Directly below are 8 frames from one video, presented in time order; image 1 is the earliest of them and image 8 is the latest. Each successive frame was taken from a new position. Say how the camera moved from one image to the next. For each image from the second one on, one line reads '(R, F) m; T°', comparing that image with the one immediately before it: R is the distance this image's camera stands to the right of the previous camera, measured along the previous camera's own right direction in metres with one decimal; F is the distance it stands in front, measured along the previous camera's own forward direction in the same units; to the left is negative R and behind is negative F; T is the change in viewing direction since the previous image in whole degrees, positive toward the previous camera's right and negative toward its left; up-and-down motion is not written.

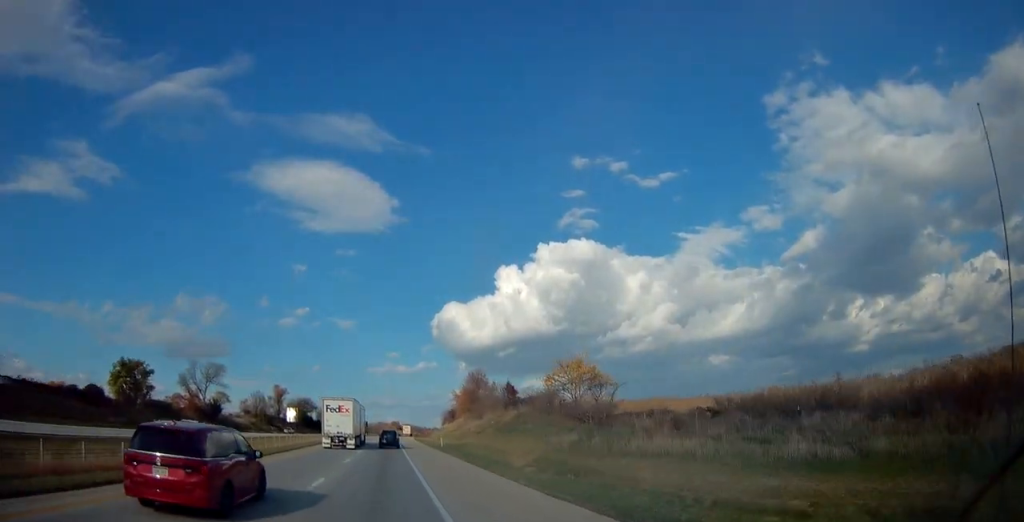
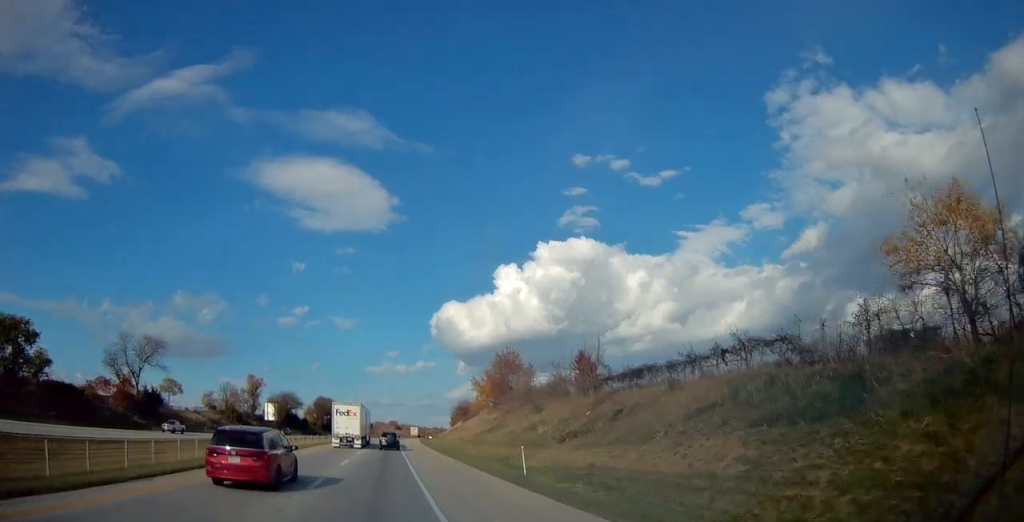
(-0.1, +36.0) m; 0°
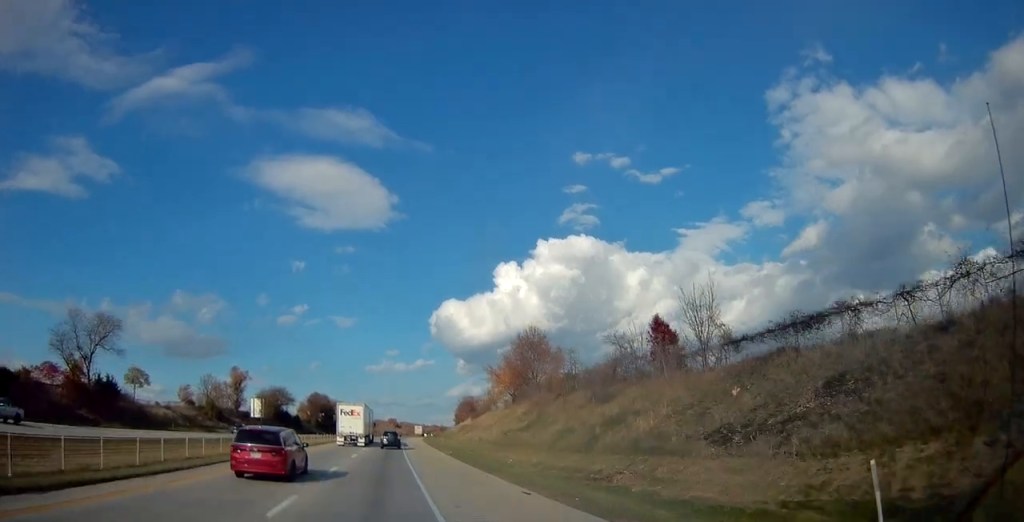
(+0.2, +17.2) m; 0°
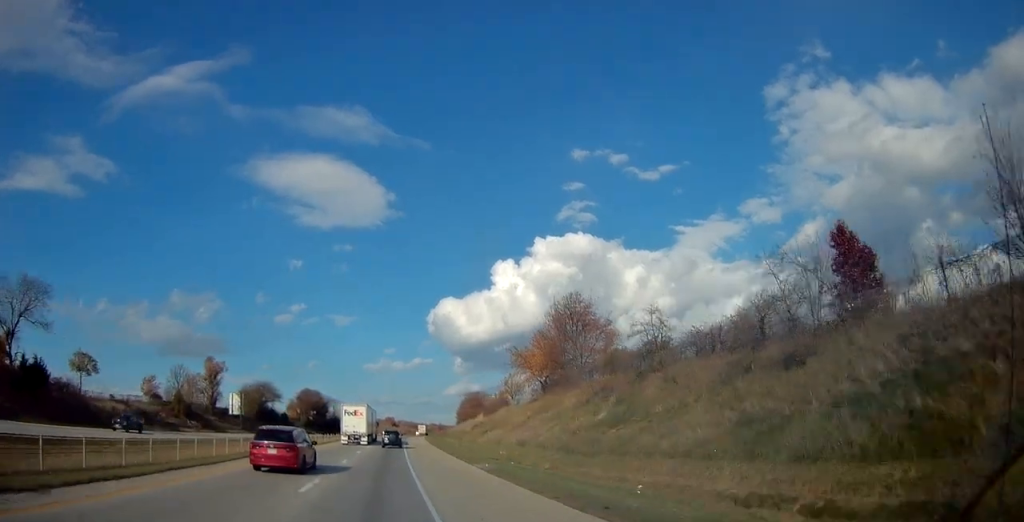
(0.0, +19.7) m; 0°
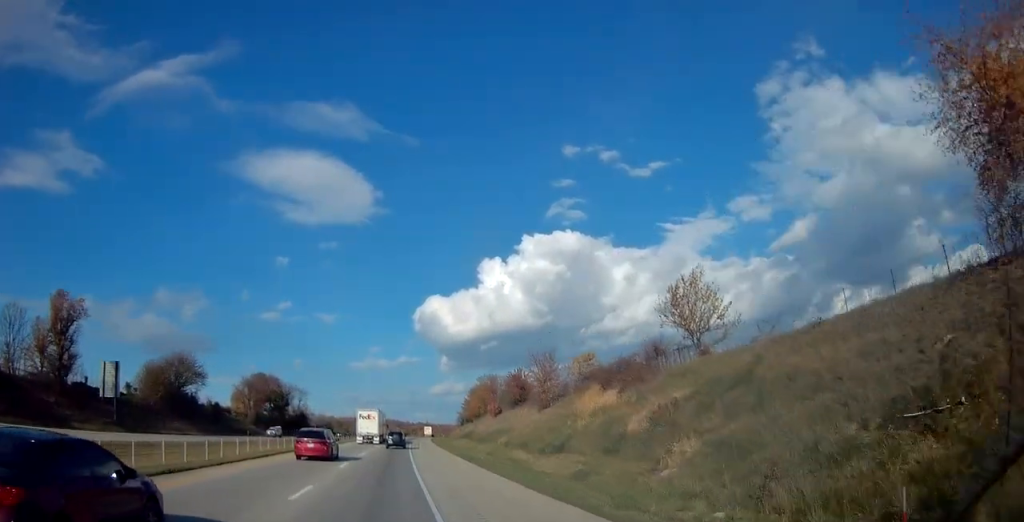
(+0.7, +62.7) m; +2°
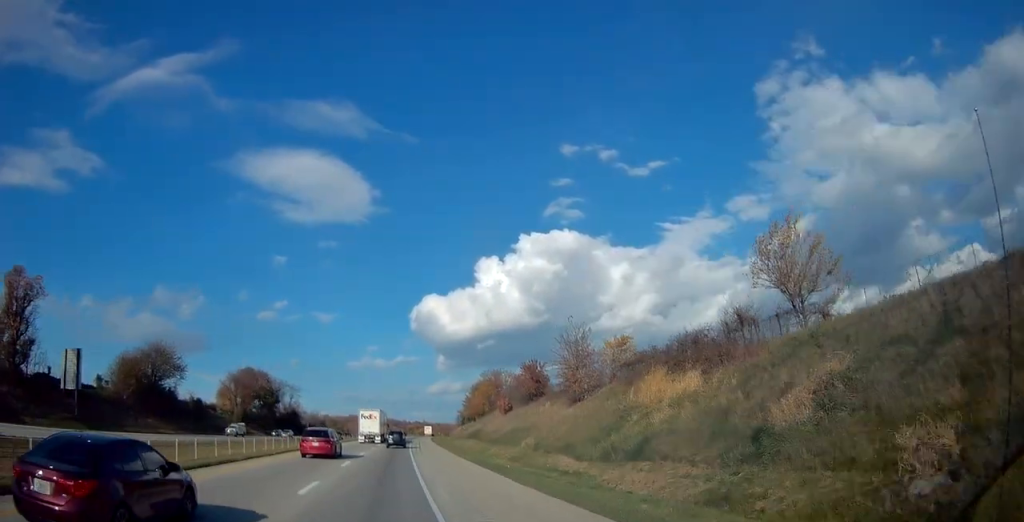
(+0.1, +10.8) m; 0°
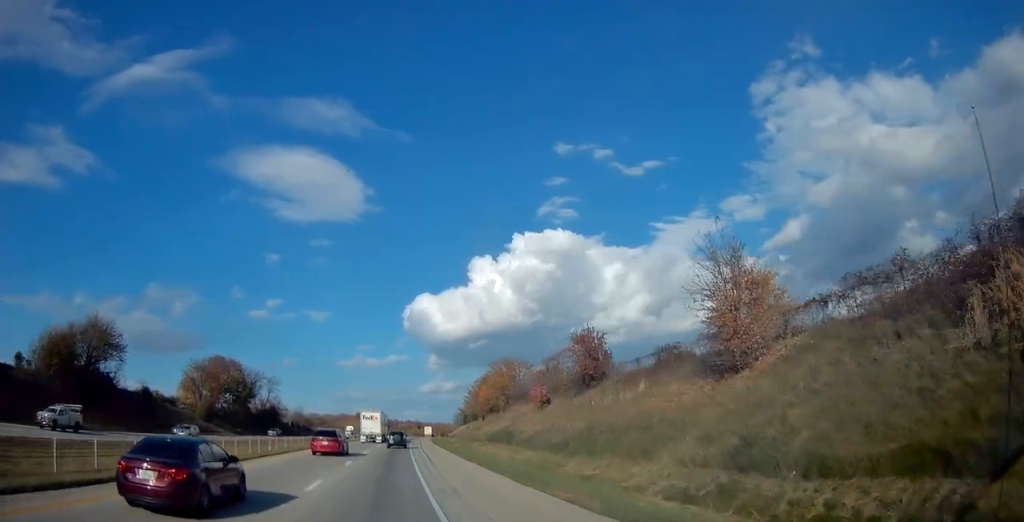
(+0.1, +23.4) m; +1°
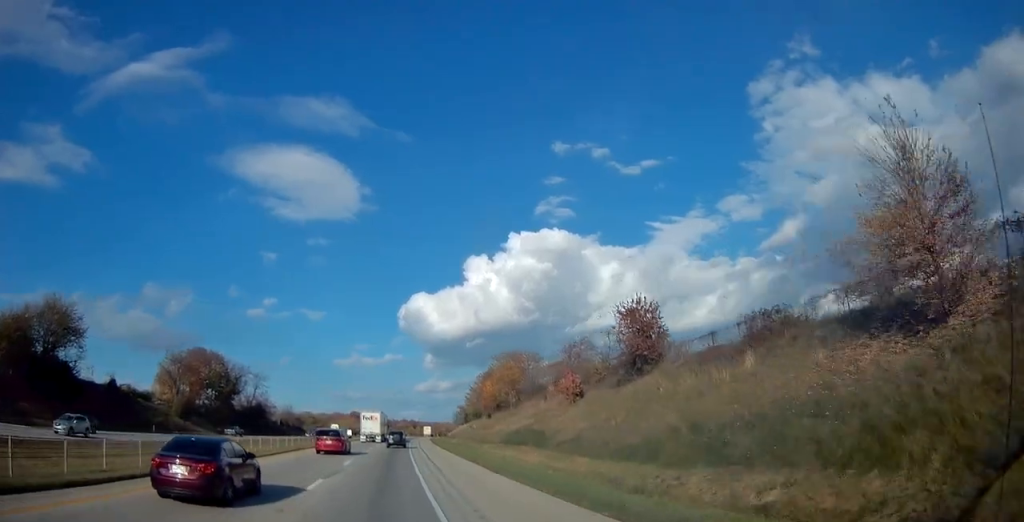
(0.0, +11.7) m; +1°
